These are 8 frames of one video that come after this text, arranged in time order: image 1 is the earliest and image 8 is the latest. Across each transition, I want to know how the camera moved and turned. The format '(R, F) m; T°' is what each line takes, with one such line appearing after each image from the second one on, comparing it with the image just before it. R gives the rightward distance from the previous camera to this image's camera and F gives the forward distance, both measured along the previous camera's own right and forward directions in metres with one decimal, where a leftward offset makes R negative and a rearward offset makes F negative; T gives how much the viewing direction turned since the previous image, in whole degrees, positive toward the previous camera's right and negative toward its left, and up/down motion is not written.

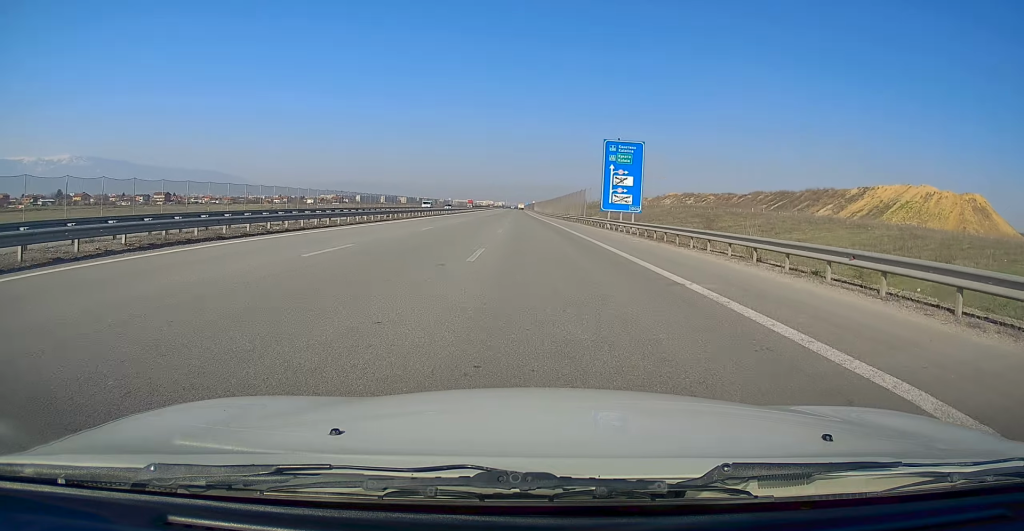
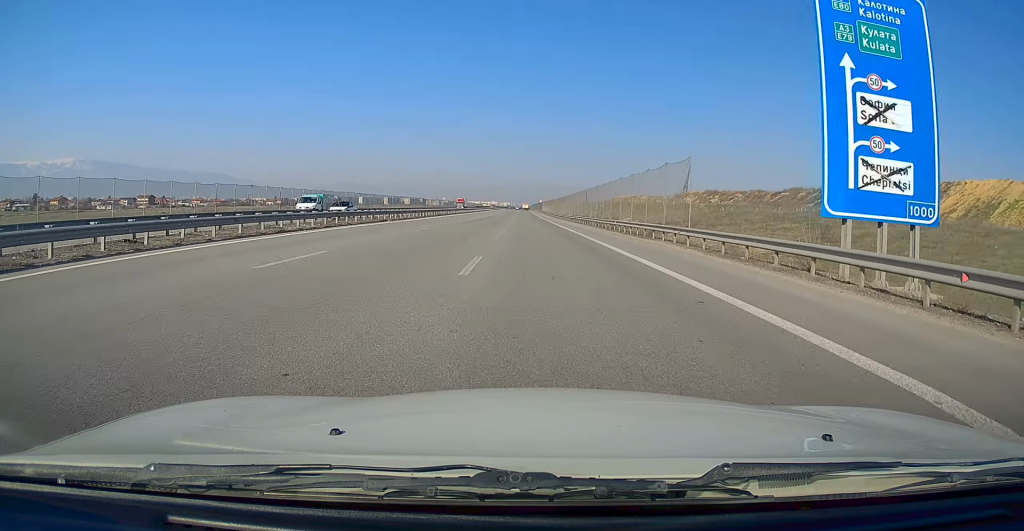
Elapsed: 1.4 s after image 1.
(-0.3, +34.9) m; -1°
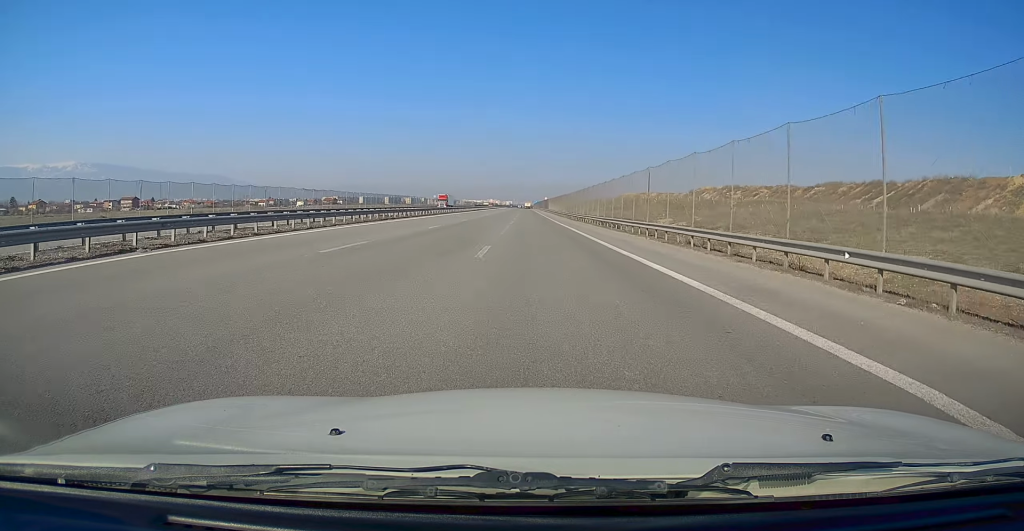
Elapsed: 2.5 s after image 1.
(-0.2, +28.4) m; 0°
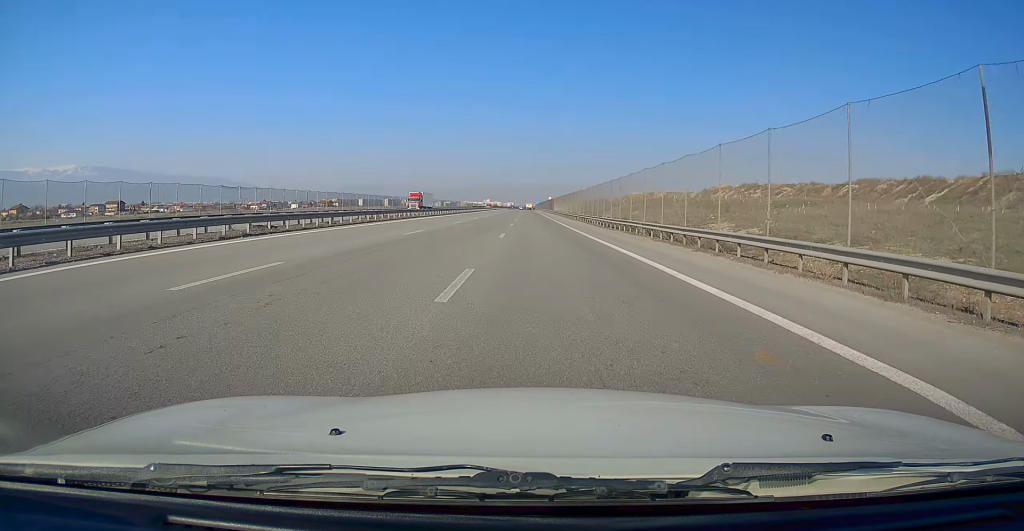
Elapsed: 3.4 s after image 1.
(+0.1, +22.6) m; 0°
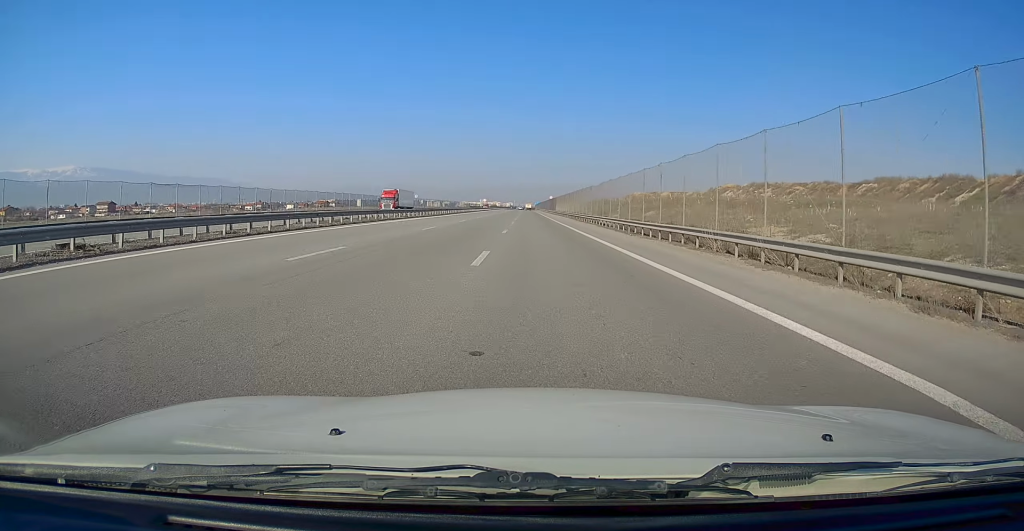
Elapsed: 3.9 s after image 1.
(-0.2, +11.8) m; 0°
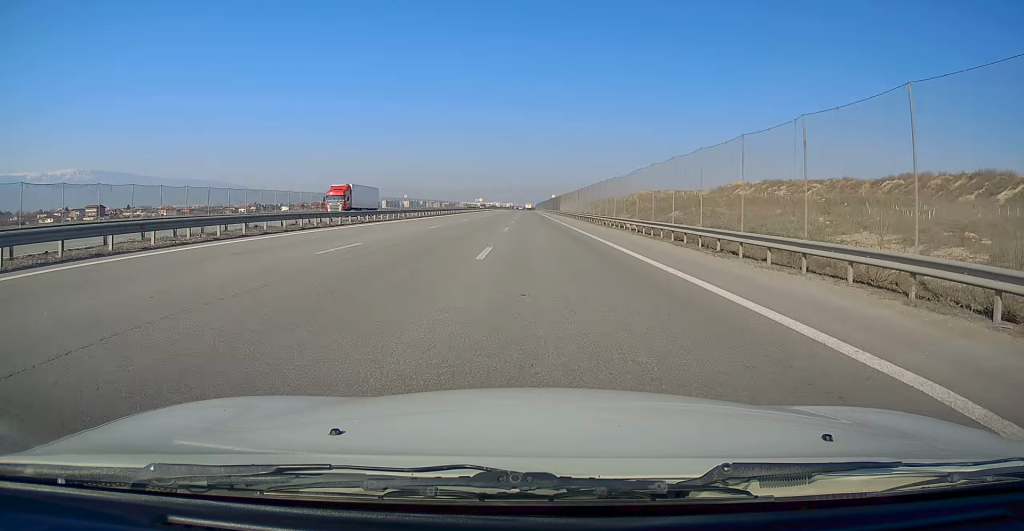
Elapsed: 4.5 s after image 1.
(0.0, +14.3) m; 0°
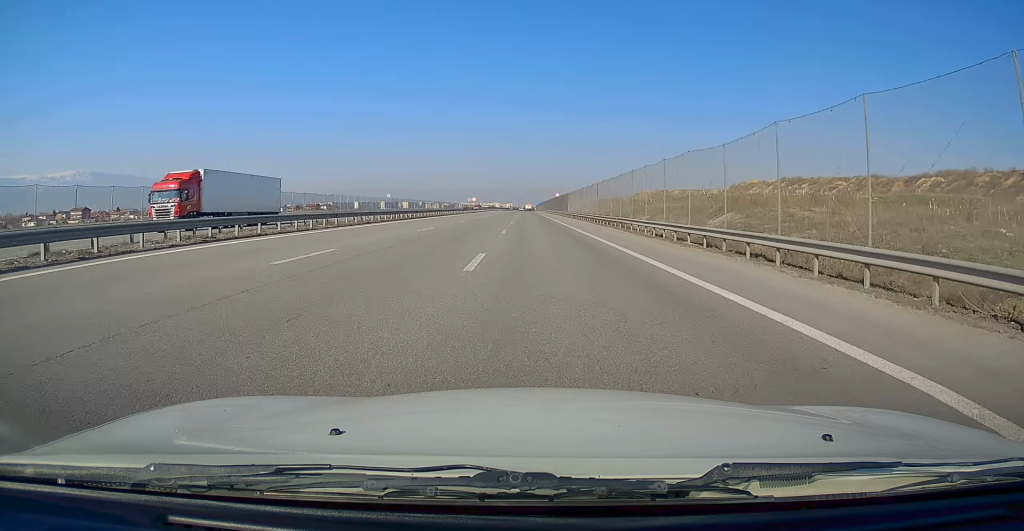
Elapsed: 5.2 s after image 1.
(+0.3, +18.6) m; 0°
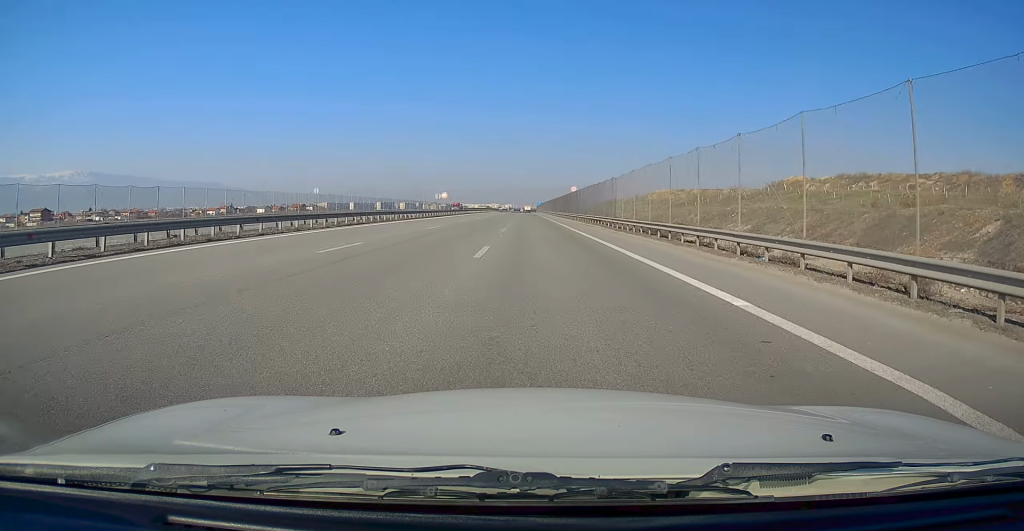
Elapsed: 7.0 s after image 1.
(0.0, +45.6) m; 0°
